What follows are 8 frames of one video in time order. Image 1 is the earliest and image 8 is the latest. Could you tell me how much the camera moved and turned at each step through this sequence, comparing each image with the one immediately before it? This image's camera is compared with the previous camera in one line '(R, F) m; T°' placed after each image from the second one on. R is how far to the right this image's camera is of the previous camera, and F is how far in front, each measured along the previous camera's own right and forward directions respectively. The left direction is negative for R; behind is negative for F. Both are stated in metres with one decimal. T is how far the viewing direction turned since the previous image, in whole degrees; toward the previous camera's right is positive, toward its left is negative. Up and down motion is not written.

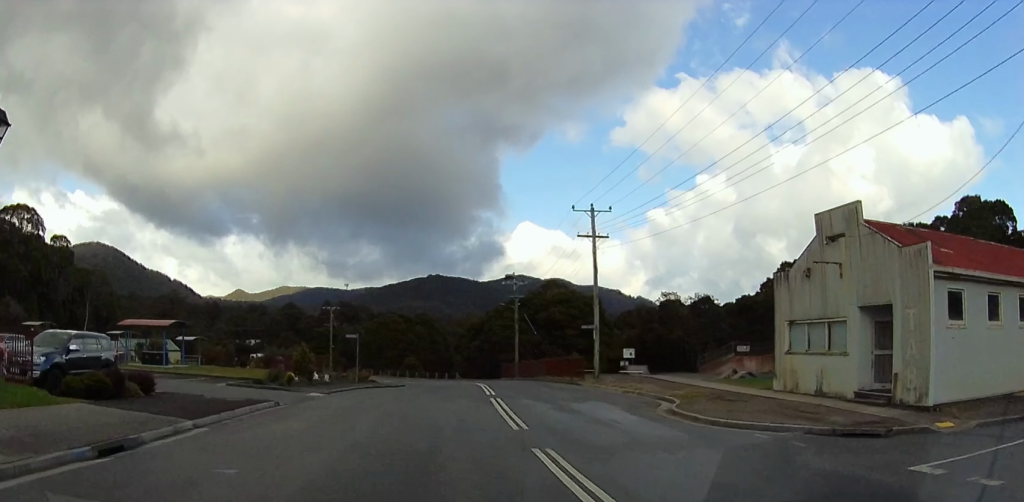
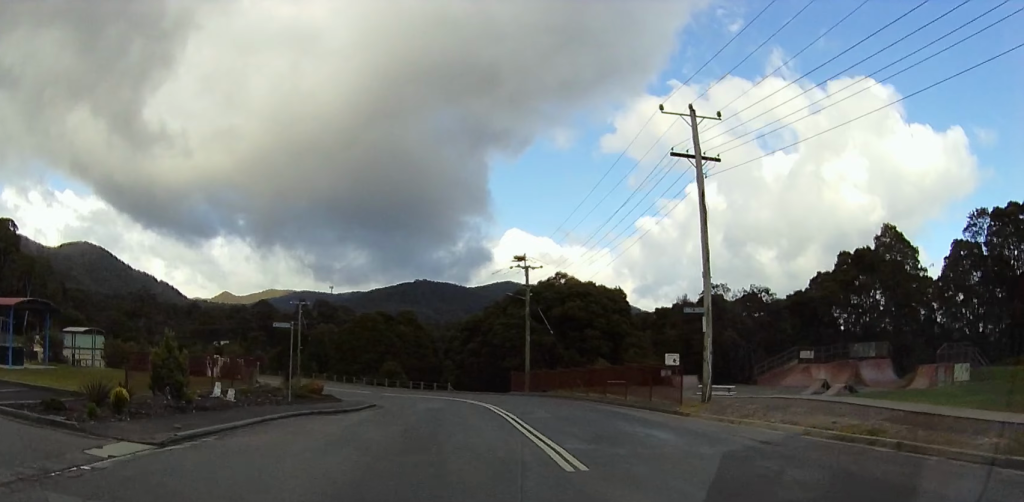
(-0.4, +18.9) m; -1°
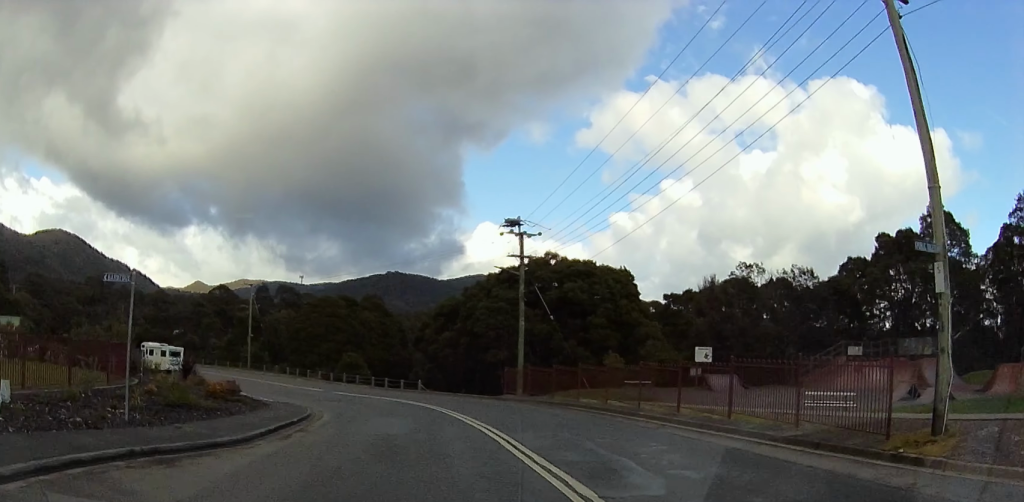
(-0.1, +13.9) m; 0°
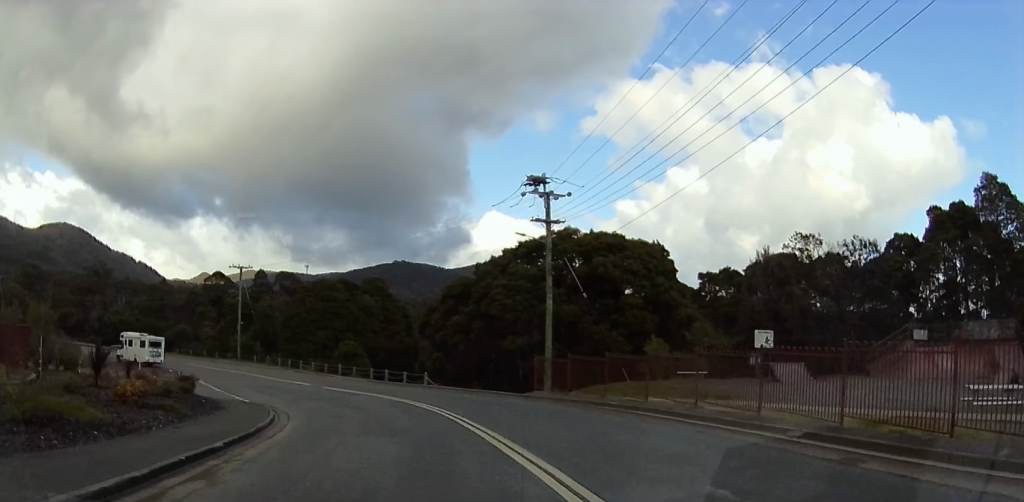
(0.0, +8.2) m; +1°
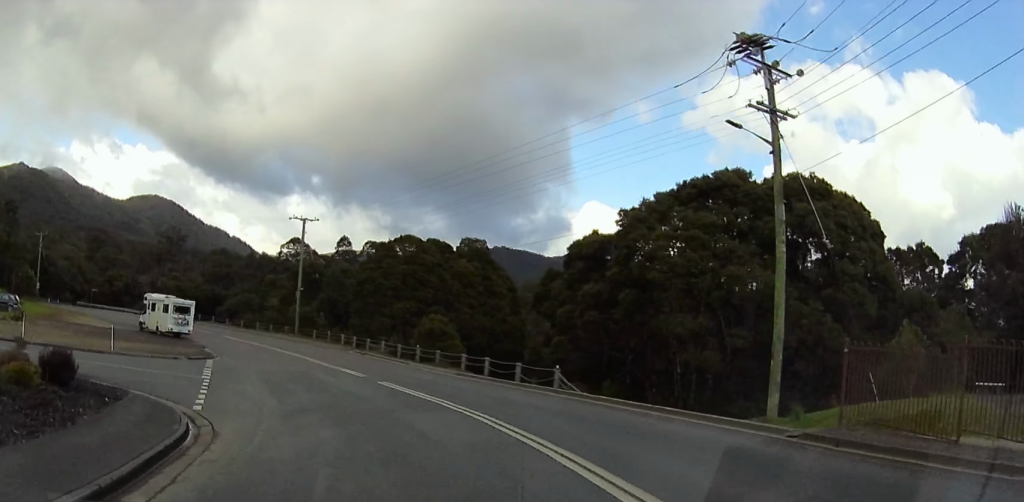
(+0.2, +16.7) m; -1°
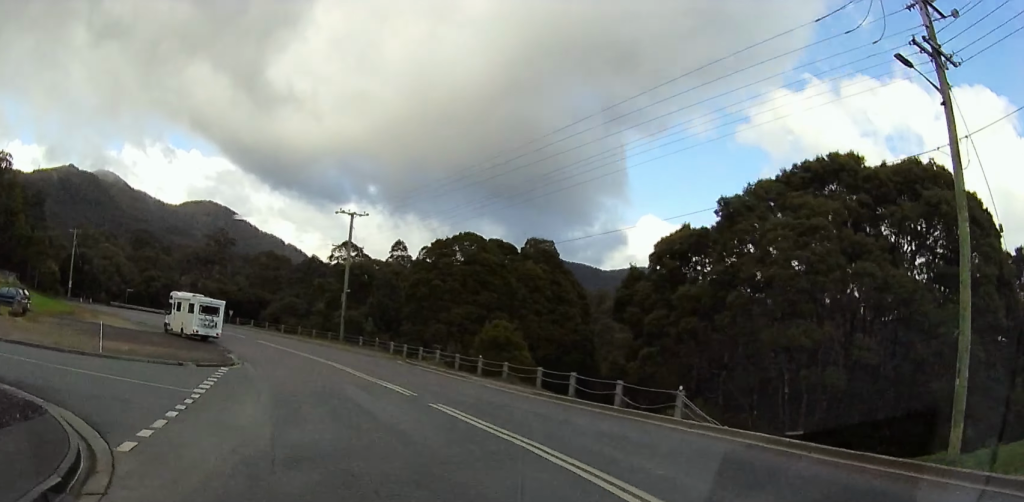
(-0.2, +6.1) m; -2°
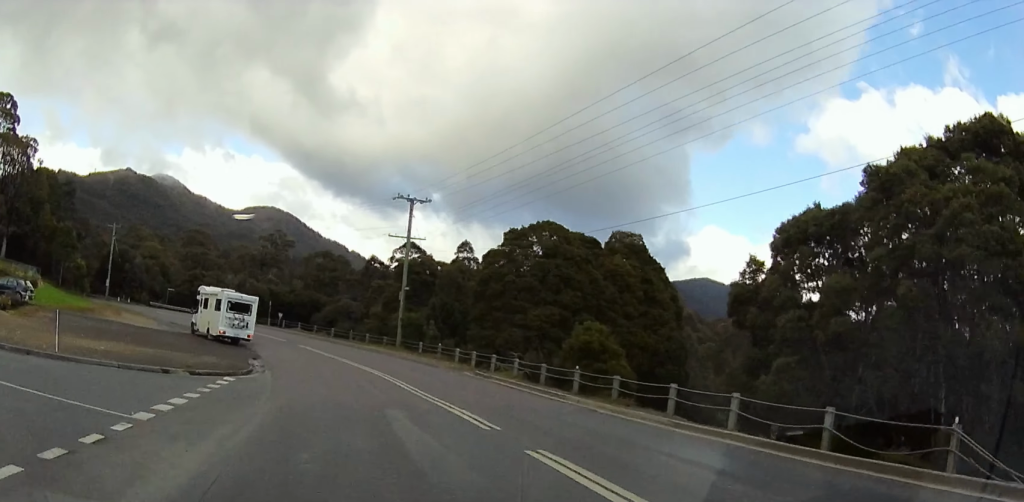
(-0.1, +7.2) m; -6°
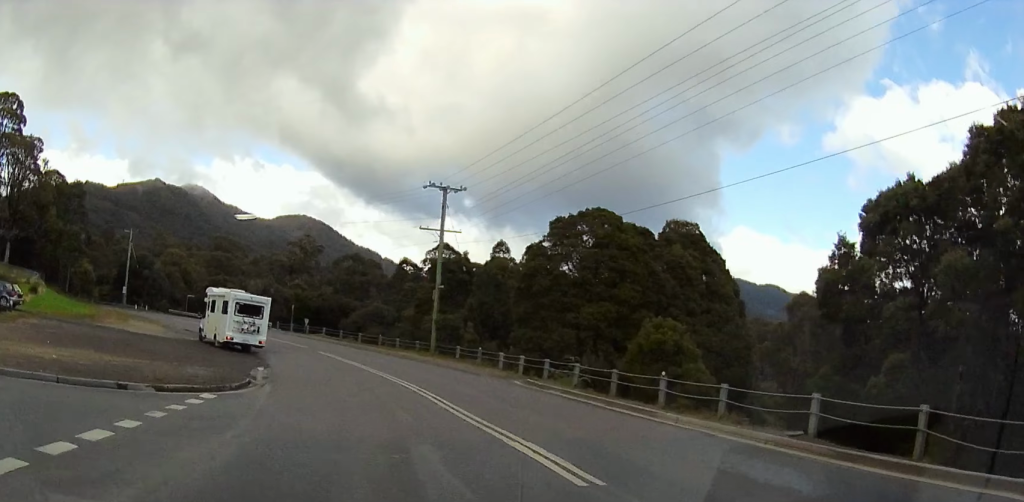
(+0.3, +4.8) m; -6°
